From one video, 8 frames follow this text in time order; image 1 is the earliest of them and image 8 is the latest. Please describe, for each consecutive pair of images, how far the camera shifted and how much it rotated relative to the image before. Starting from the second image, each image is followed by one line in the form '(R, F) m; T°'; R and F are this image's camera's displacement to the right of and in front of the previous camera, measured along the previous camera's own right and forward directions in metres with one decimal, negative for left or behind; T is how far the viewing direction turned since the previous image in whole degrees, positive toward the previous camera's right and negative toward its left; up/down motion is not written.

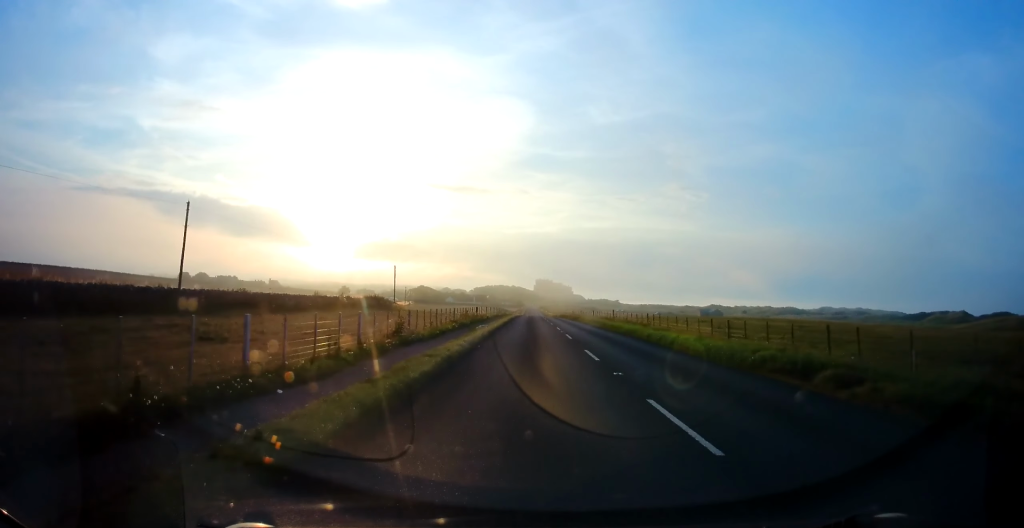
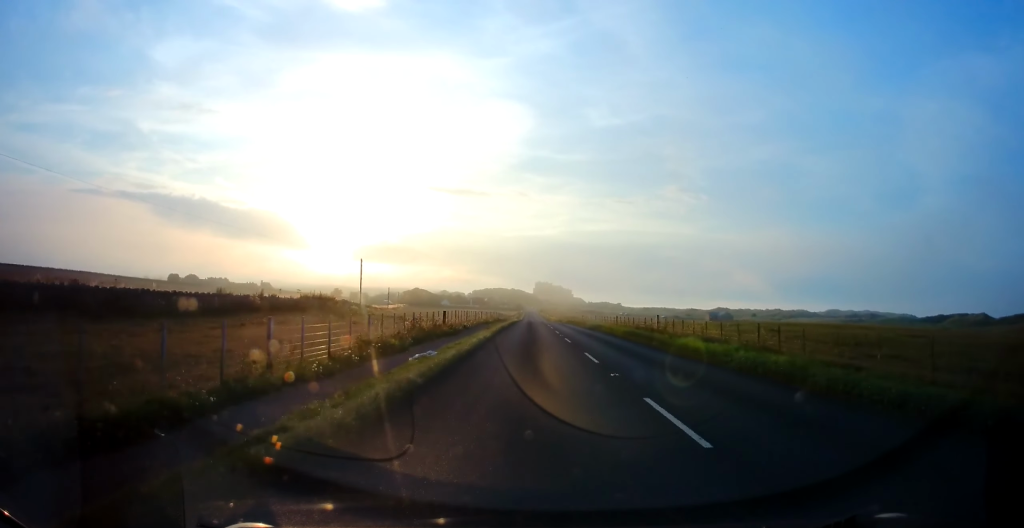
(-0.2, +17.5) m; 0°
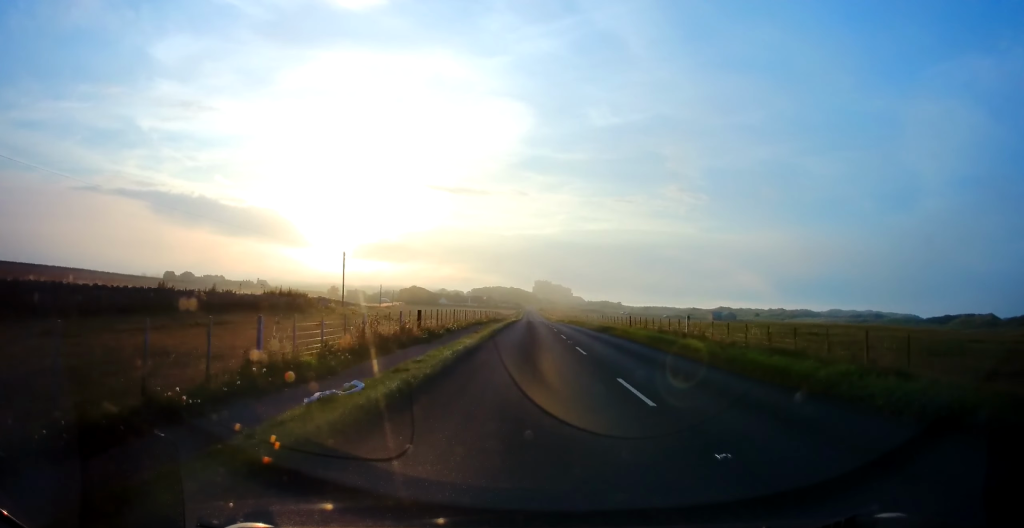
(0.0, +6.5) m; 0°
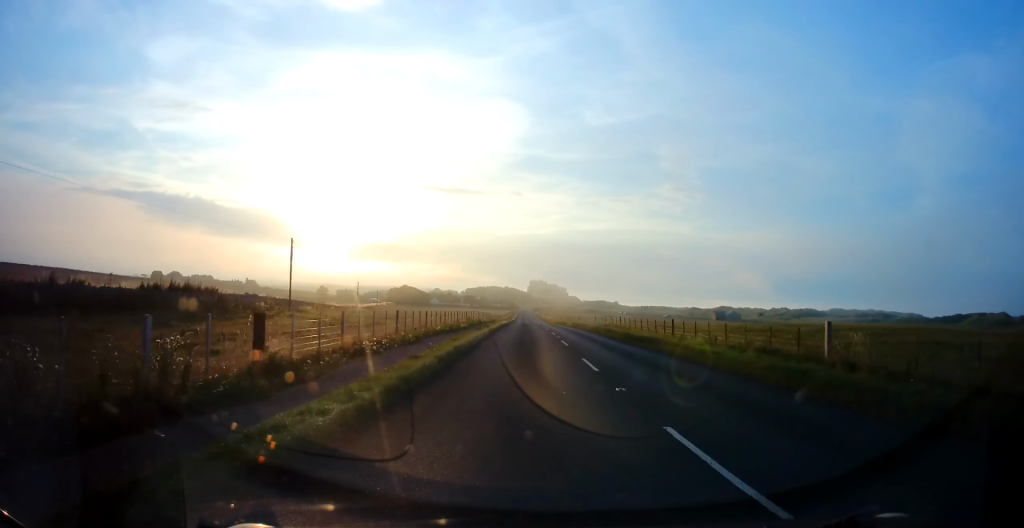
(0.0, +13.4) m; 0°
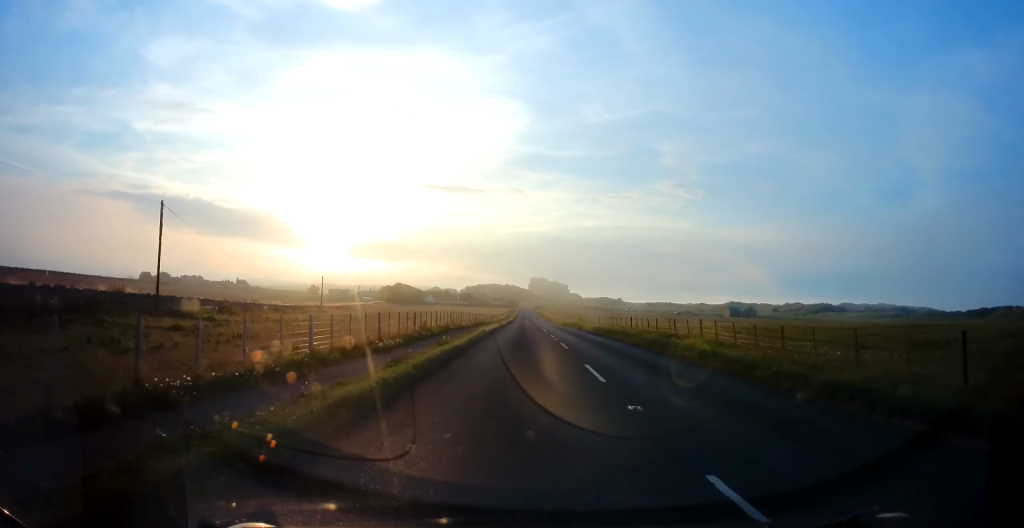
(0.0, +20.1) m; +1°
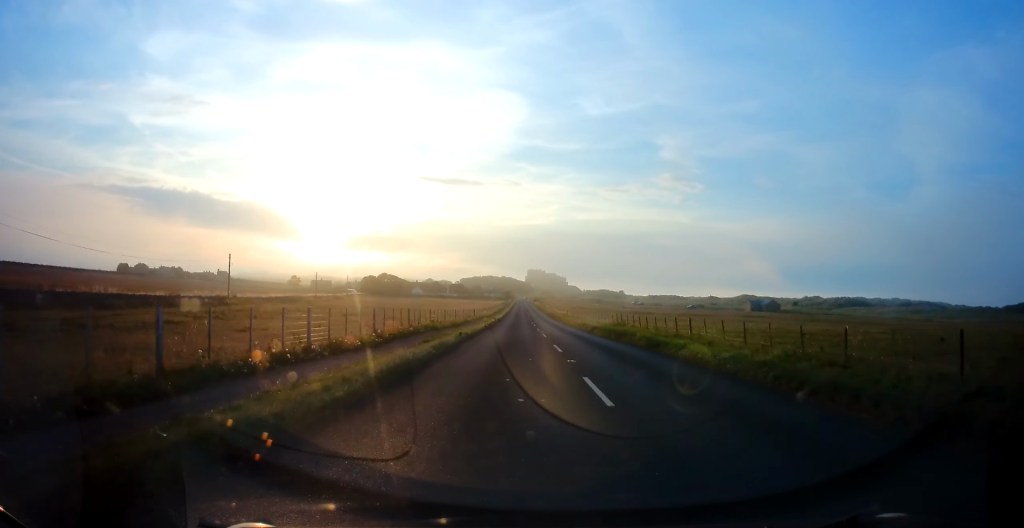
(+0.3, +29.7) m; -1°
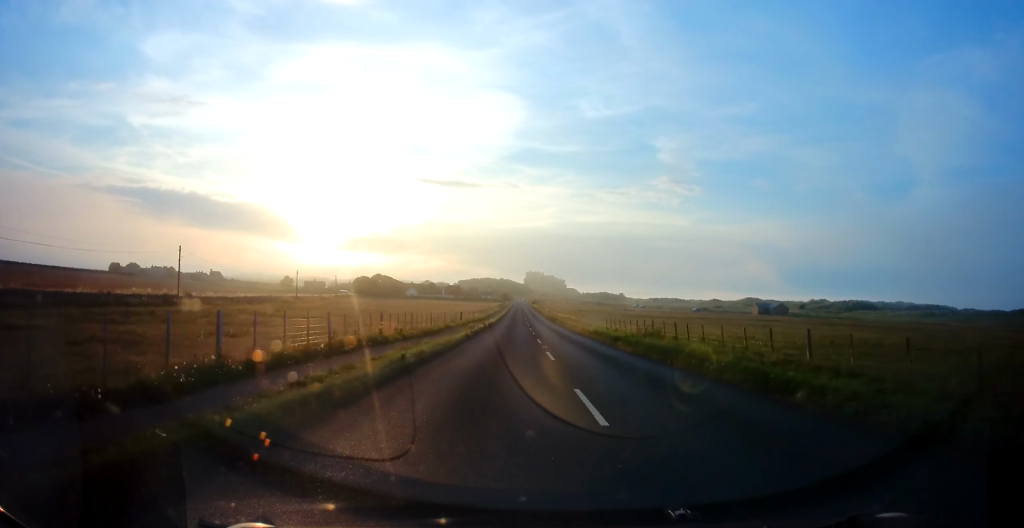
(-0.2, +9.9) m; -1°
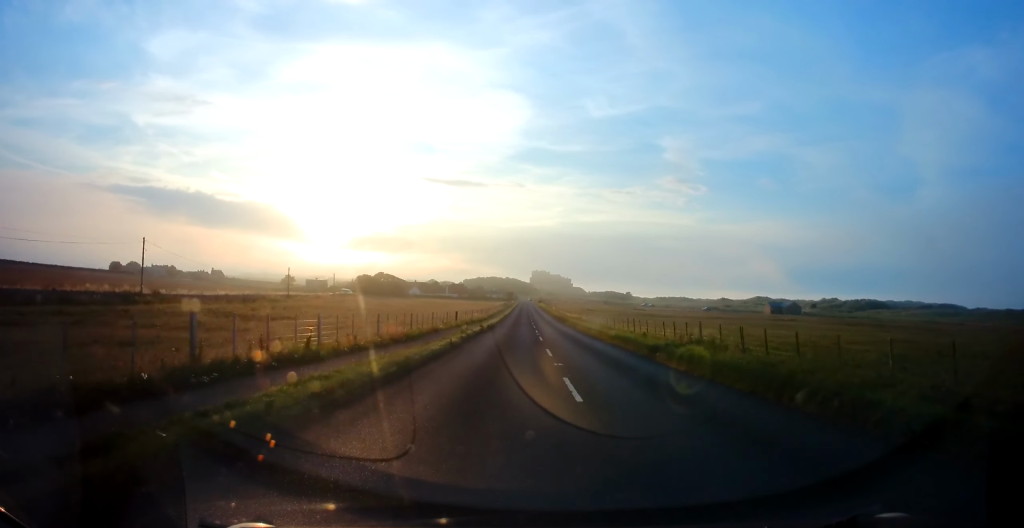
(-0.1, +6.9) m; 0°
